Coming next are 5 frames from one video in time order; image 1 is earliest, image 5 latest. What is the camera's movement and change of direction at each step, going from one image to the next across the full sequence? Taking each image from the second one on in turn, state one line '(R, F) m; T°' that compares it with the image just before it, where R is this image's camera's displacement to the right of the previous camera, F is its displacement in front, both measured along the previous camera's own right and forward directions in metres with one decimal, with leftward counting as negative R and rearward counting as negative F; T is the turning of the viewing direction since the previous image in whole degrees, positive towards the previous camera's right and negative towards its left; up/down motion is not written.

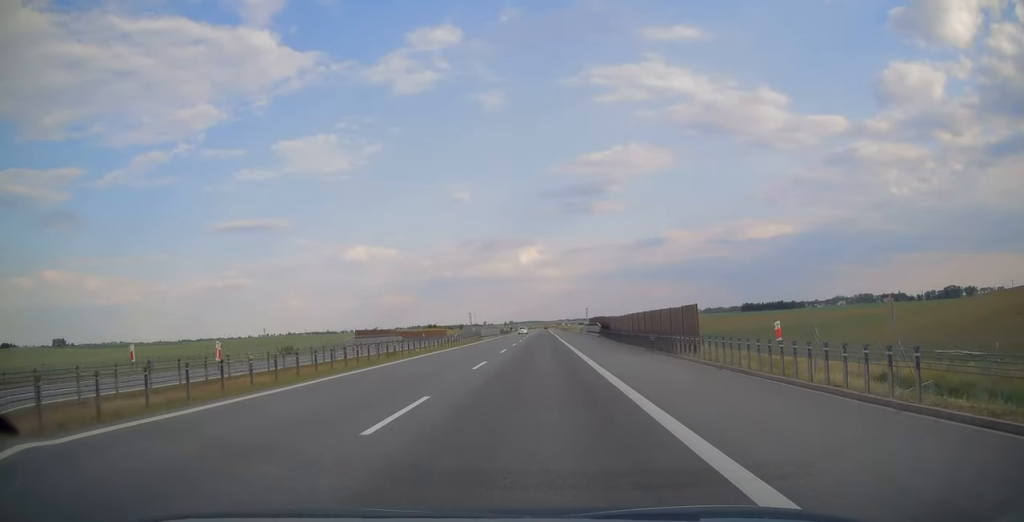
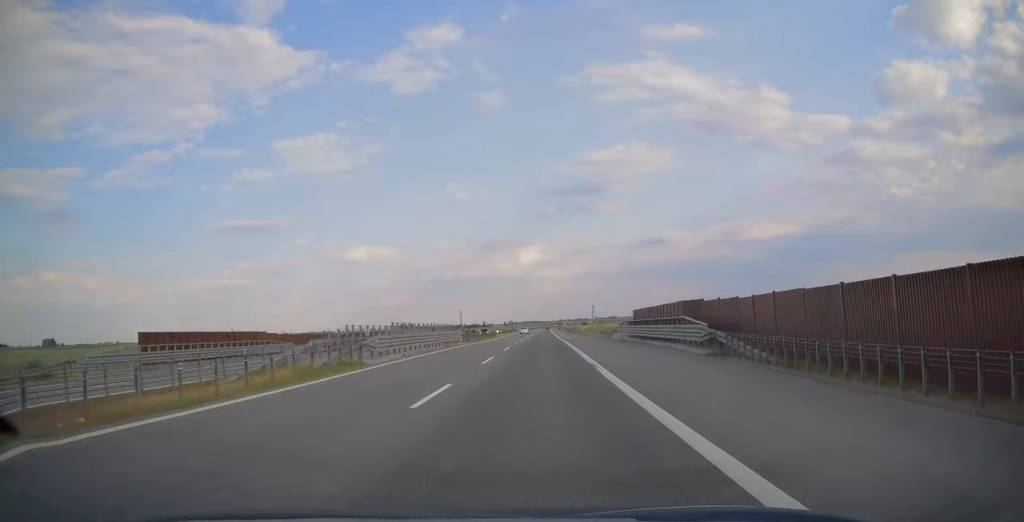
(-0.1, +45.2) m; 0°
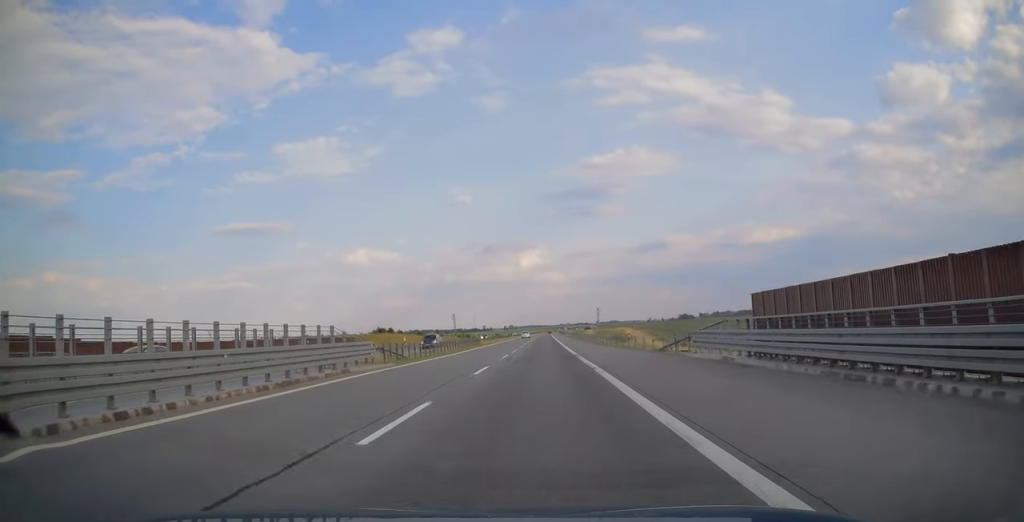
(0.0, +27.2) m; 0°
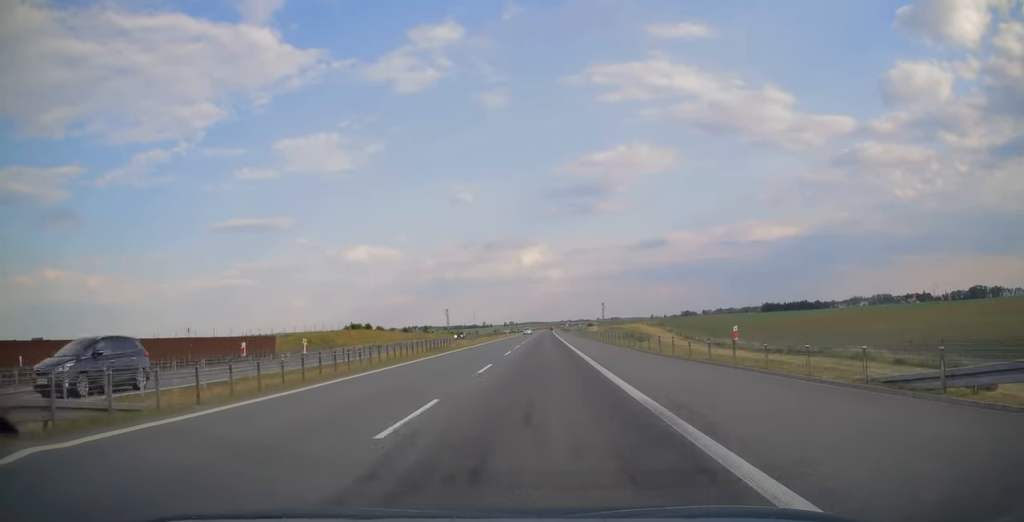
(0.0, +23.4) m; 0°
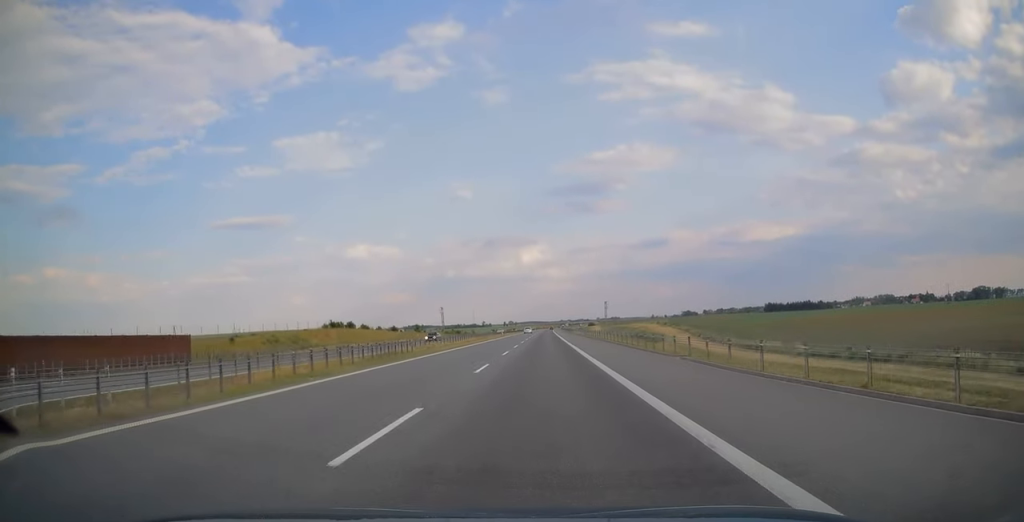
(0.0, +13.7) m; 0°
